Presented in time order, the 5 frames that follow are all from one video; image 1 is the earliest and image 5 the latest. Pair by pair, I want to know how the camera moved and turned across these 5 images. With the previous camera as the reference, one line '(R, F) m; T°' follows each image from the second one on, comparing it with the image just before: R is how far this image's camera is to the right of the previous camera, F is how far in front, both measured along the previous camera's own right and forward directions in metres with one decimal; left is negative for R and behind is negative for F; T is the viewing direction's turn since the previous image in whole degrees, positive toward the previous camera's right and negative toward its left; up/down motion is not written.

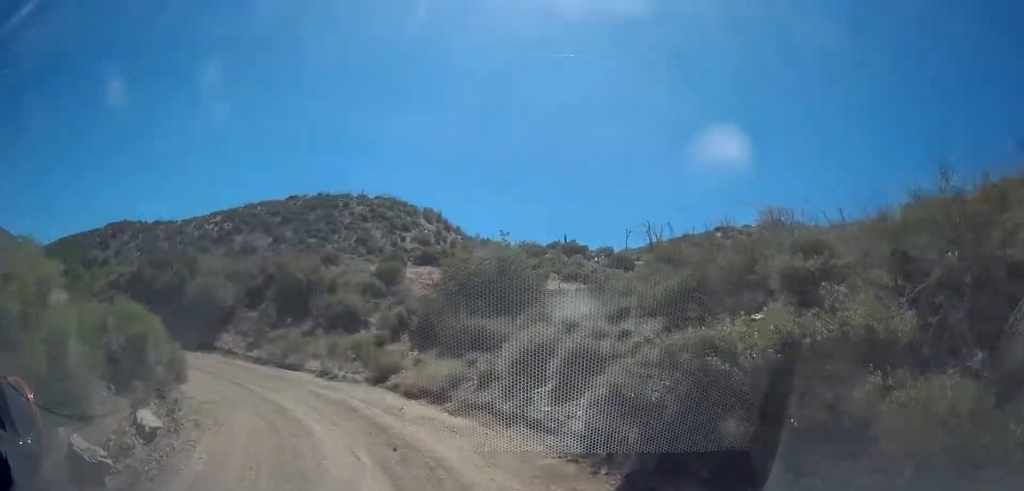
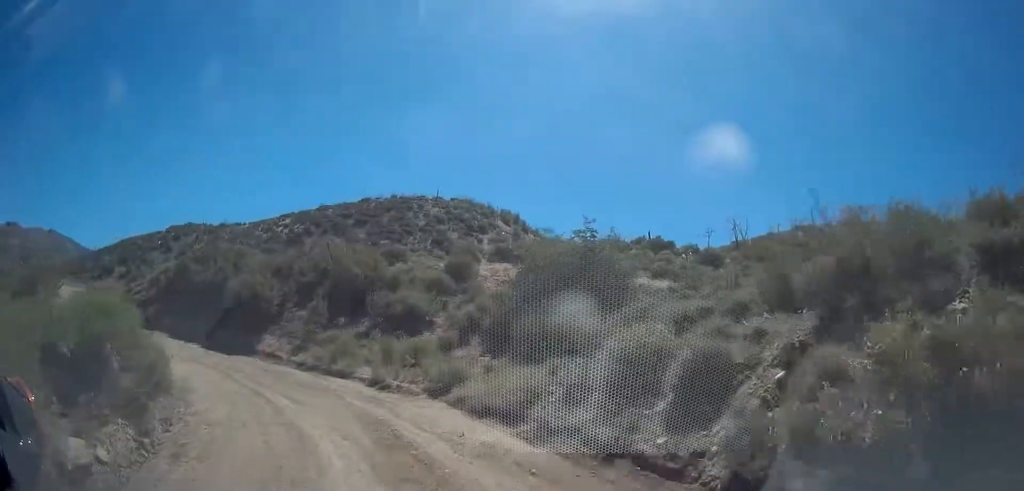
(-0.2, +3.0) m; -8°
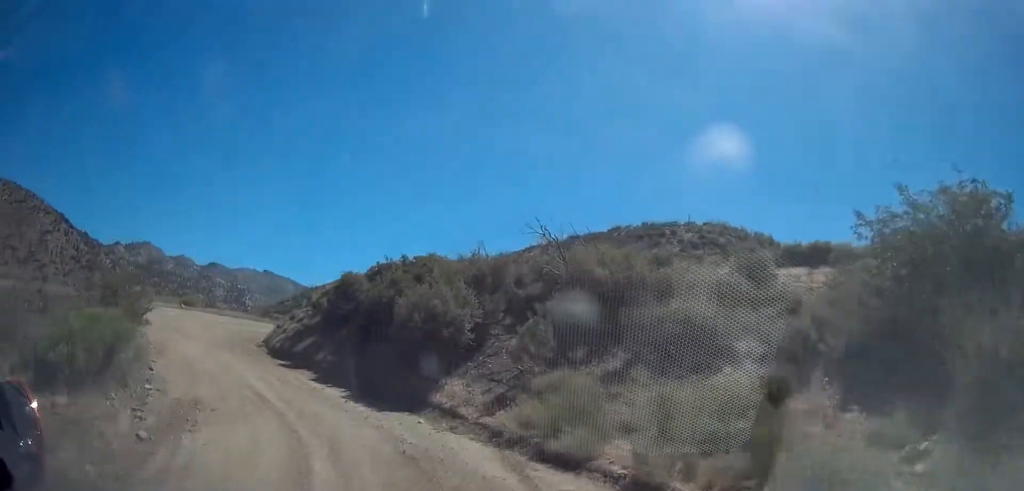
(-2.2, +9.0) m; -32°
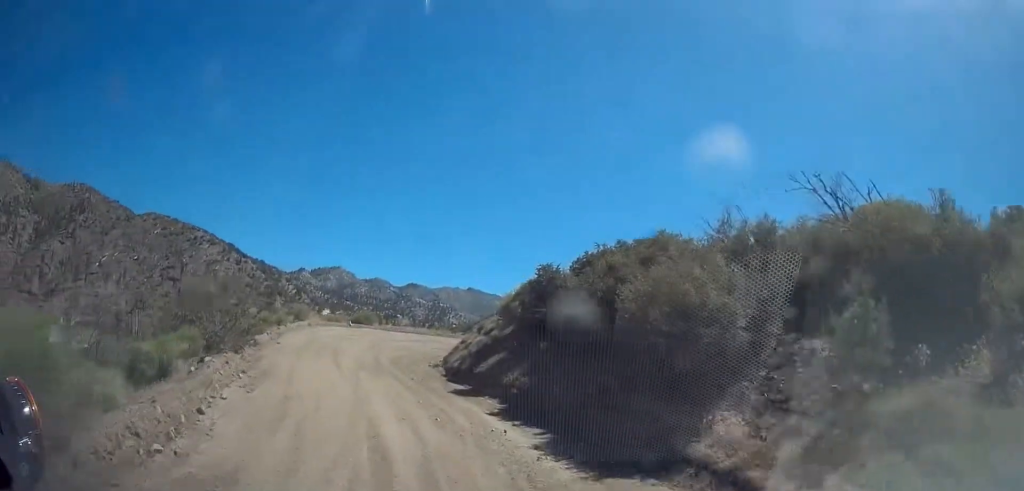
(-1.0, +5.8) m; -13°
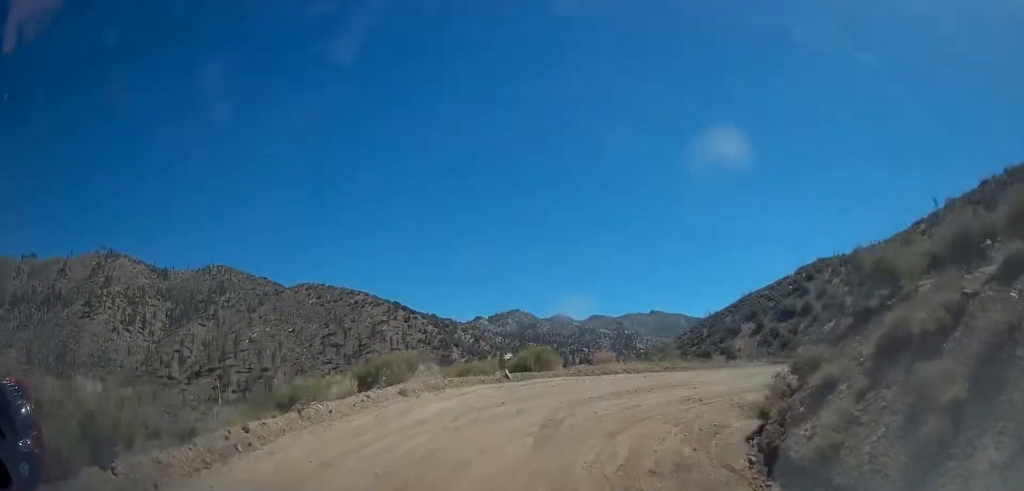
(-5.2, +17.2) m; -21°
